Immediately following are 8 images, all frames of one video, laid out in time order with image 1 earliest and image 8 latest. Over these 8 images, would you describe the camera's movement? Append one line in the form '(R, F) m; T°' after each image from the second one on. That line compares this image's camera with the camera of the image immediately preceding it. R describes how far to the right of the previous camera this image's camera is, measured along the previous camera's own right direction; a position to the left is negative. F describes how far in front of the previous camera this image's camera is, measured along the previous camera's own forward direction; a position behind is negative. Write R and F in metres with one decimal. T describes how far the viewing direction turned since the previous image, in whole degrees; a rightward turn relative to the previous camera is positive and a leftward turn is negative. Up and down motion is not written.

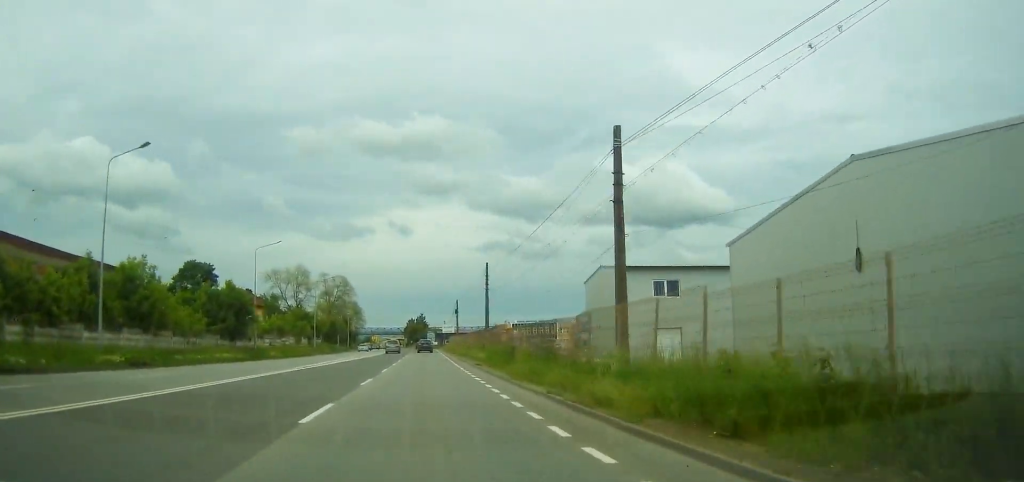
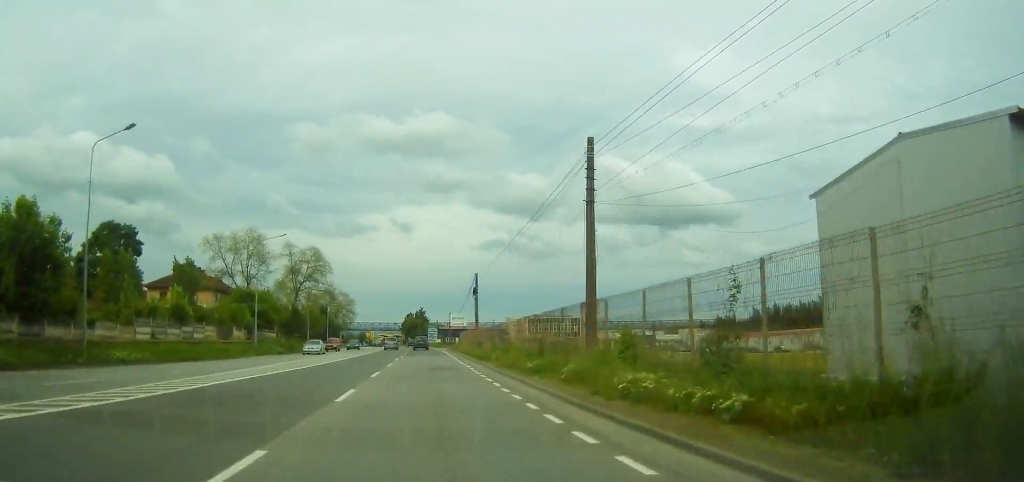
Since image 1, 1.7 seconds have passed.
(0.0, +32.4) m; 0°
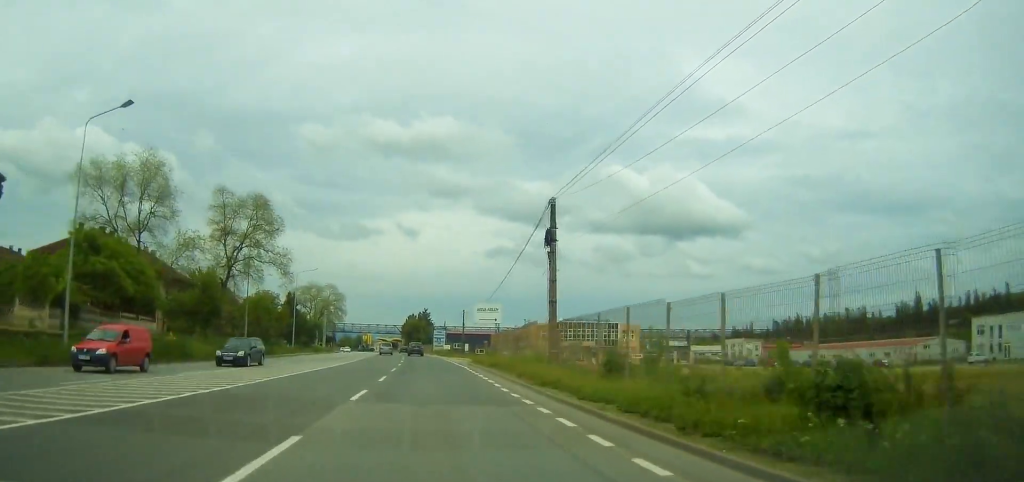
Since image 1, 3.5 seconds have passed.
(-0.1, +33.4) m; 0°
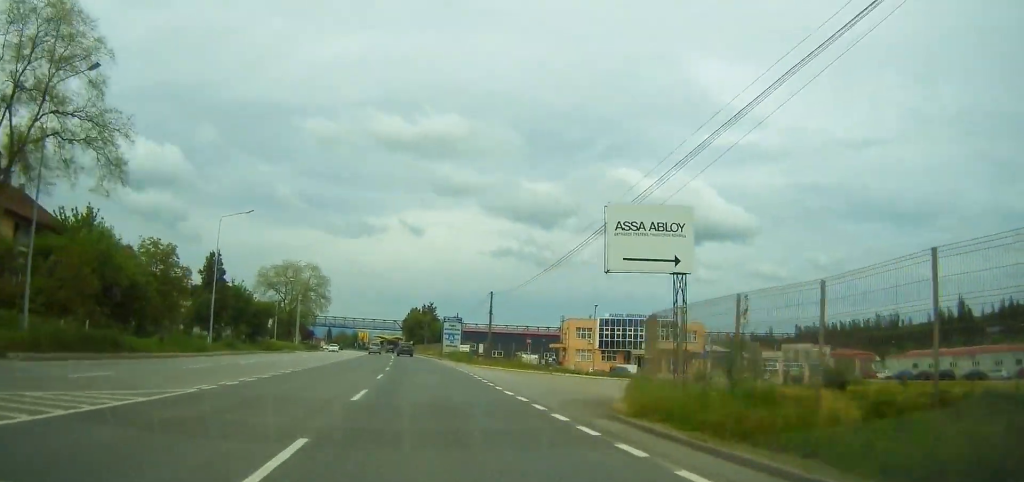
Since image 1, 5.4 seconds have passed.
(-0.1, +34.3) m; 0°
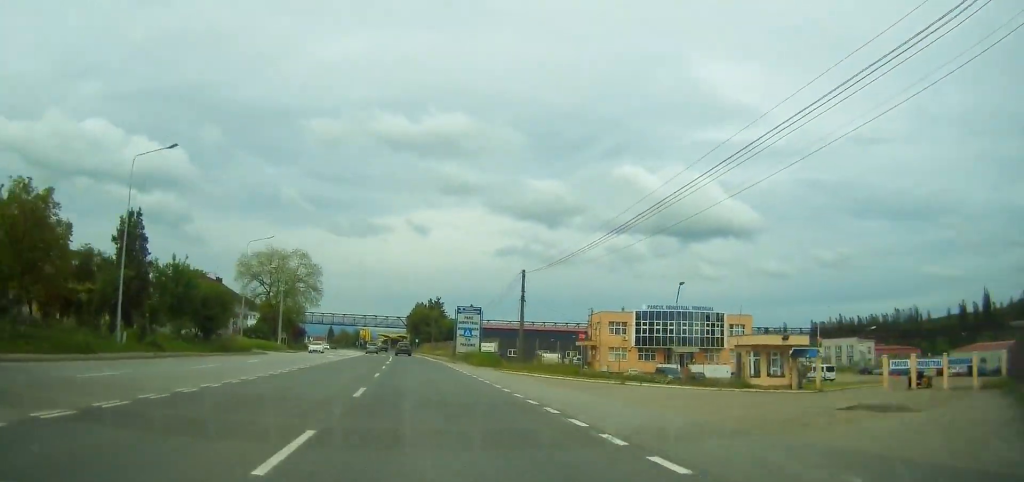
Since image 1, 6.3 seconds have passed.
(+0.3, +17.1) m; 0°
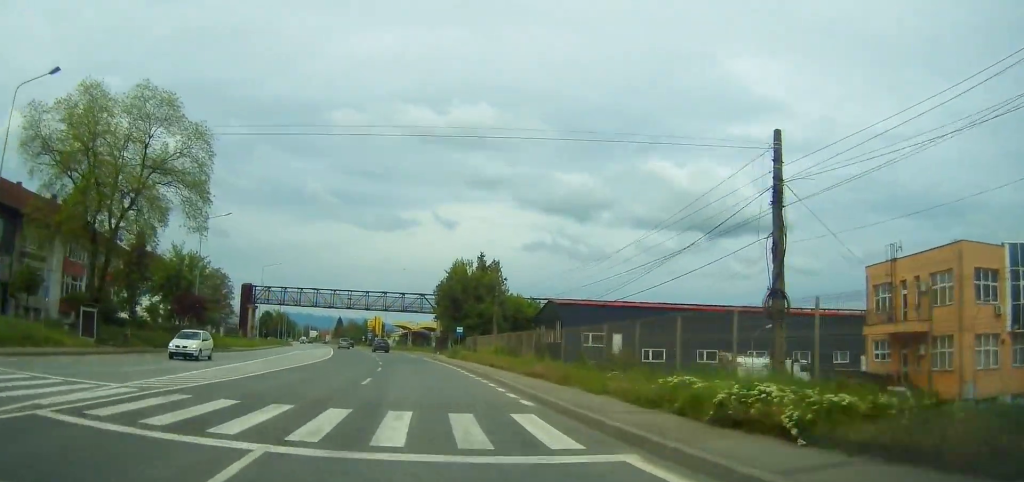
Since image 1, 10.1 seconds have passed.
(-2.6, +68.7) m; -1°
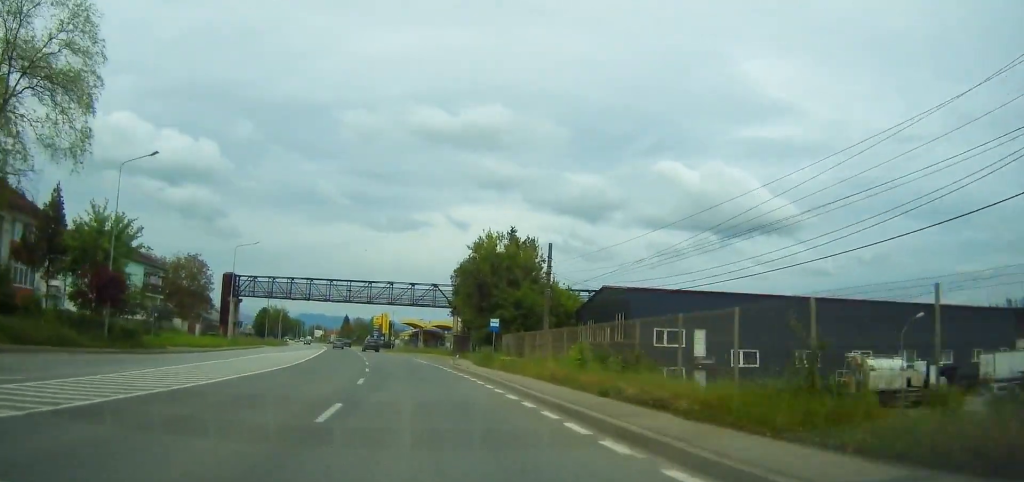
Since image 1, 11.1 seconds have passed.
(+0.1, +17.5) m; -1°
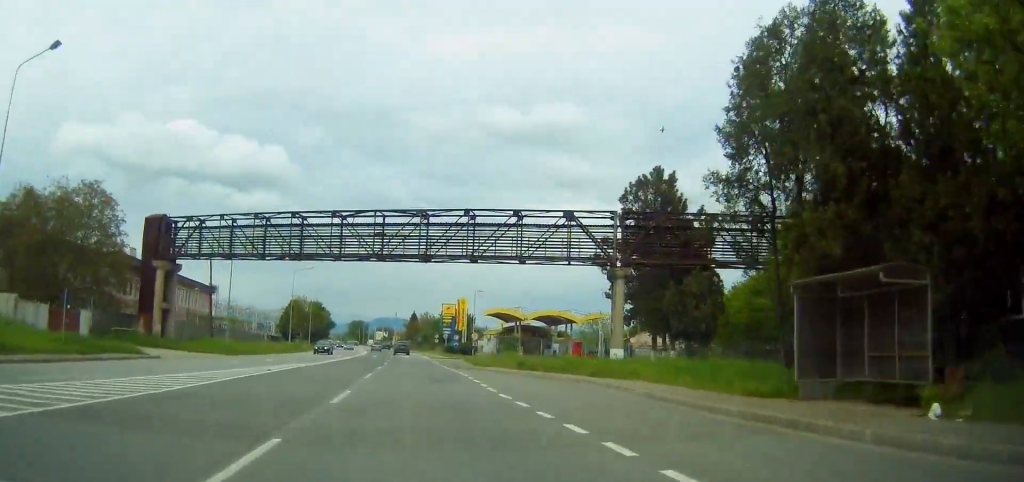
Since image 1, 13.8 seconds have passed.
(-3.3, +49.0) m; -9°
